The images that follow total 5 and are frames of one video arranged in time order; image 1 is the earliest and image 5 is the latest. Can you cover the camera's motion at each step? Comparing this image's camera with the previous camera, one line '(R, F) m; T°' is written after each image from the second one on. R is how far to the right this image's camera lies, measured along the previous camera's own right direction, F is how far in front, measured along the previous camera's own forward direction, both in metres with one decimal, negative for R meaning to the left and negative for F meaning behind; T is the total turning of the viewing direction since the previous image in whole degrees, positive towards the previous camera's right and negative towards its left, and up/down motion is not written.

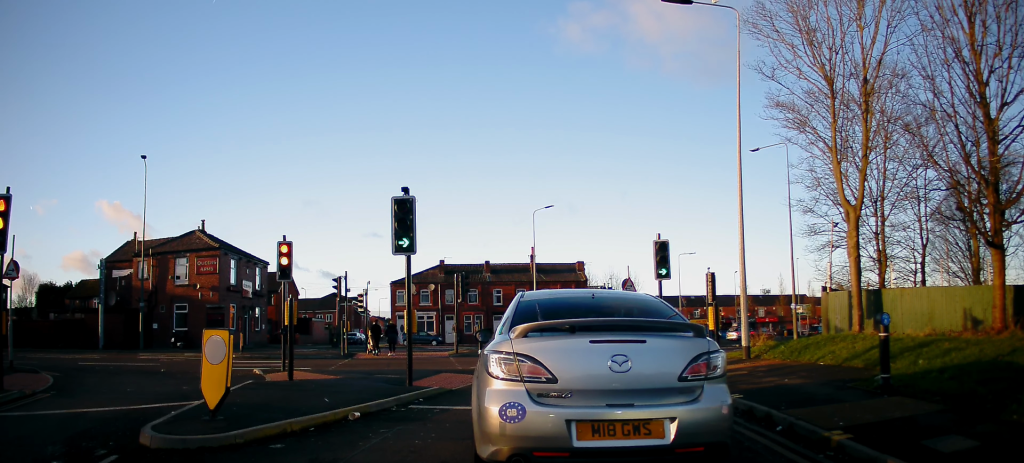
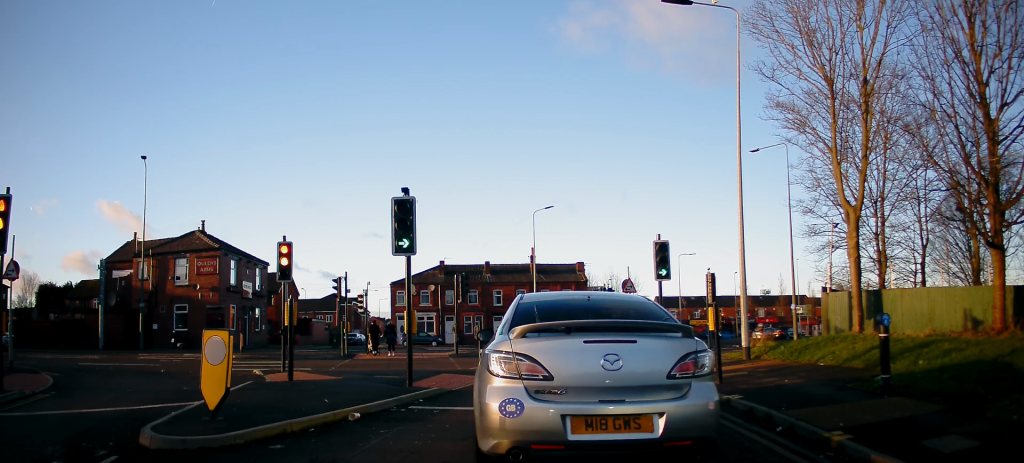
(0.0, 0.0) m; 0°
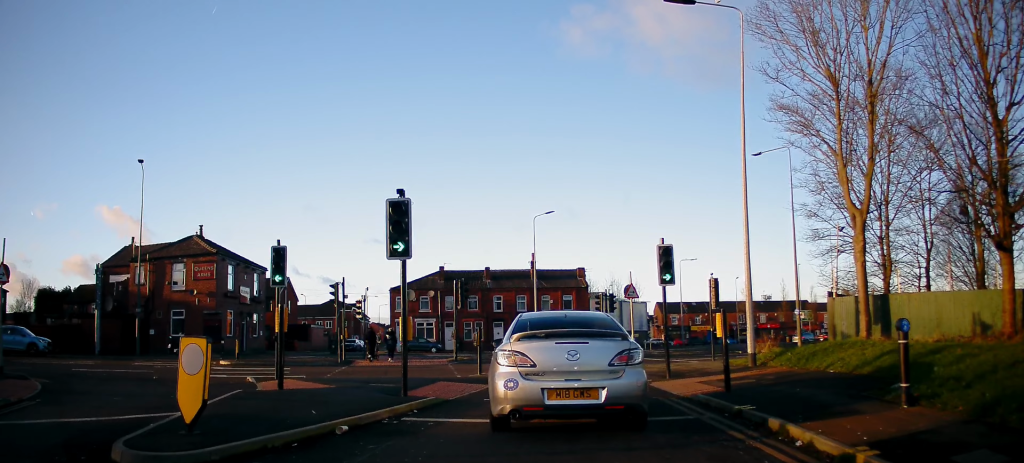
(-0.1, +0.4) m; -1°
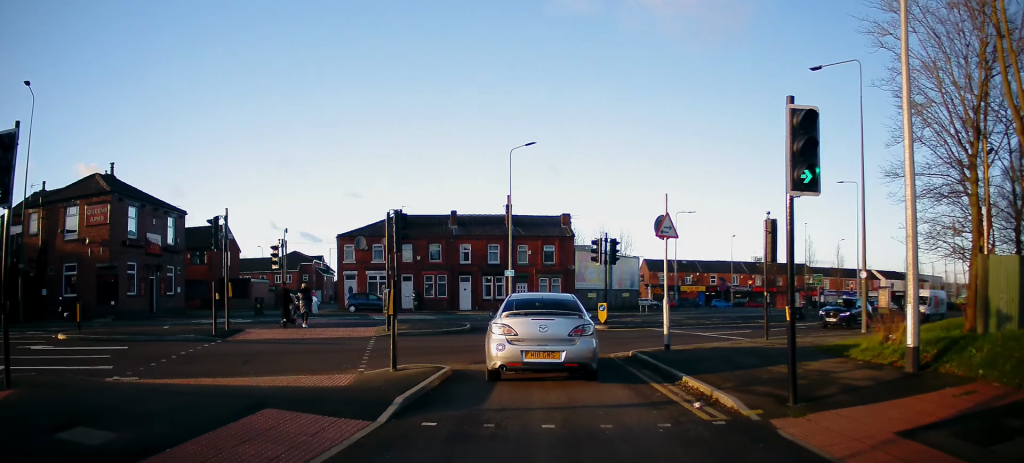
(+0.1, +7.9) m; -1°
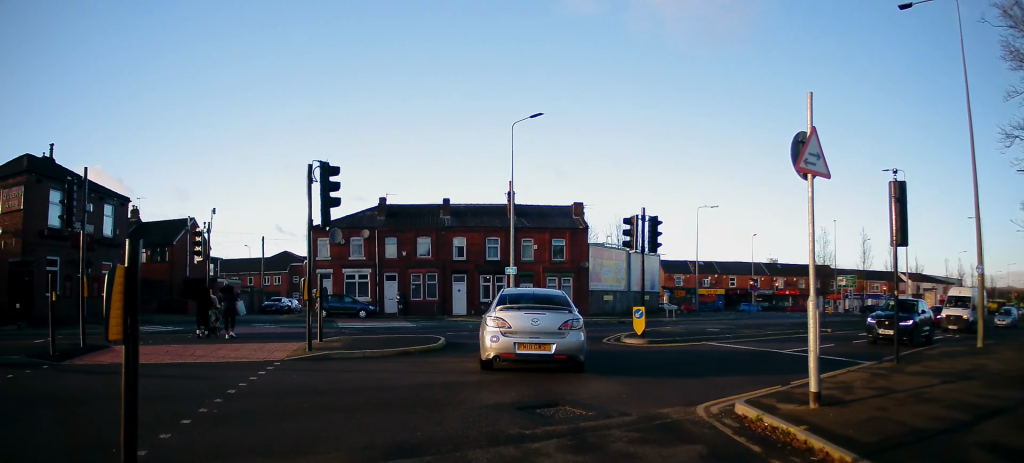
(-0.1, +7.1) m; +1°
